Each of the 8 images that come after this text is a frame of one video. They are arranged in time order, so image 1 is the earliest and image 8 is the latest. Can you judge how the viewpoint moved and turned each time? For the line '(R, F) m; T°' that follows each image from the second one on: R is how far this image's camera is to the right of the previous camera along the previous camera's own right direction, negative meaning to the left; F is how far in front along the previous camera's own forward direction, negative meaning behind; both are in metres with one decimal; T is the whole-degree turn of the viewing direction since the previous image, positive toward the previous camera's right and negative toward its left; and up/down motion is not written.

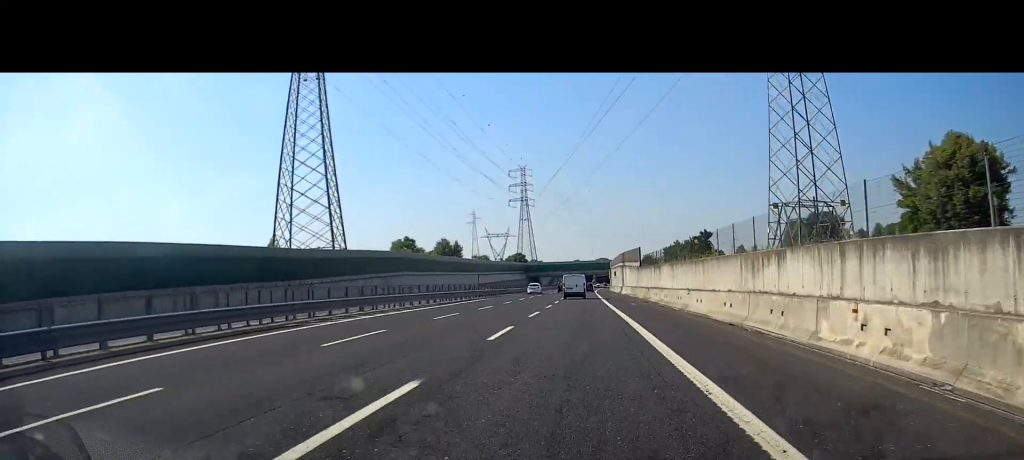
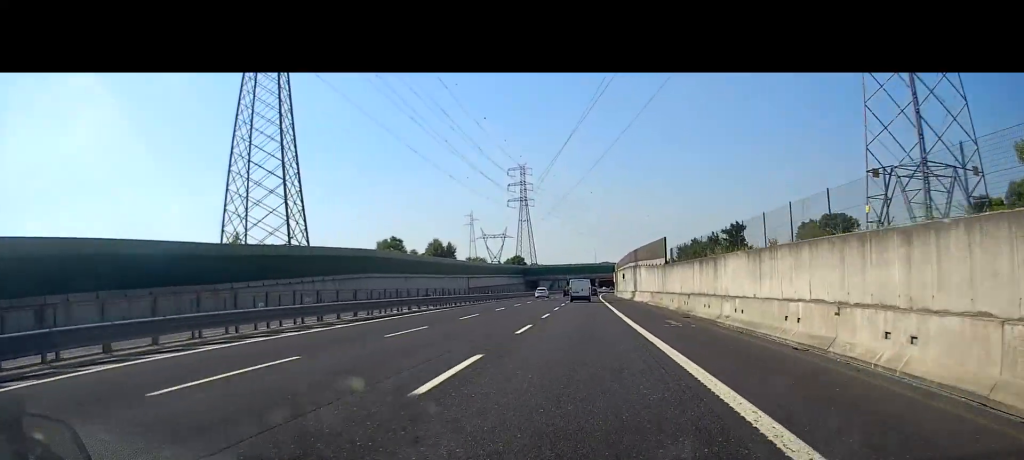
(0.0, +18.7) m; 0°
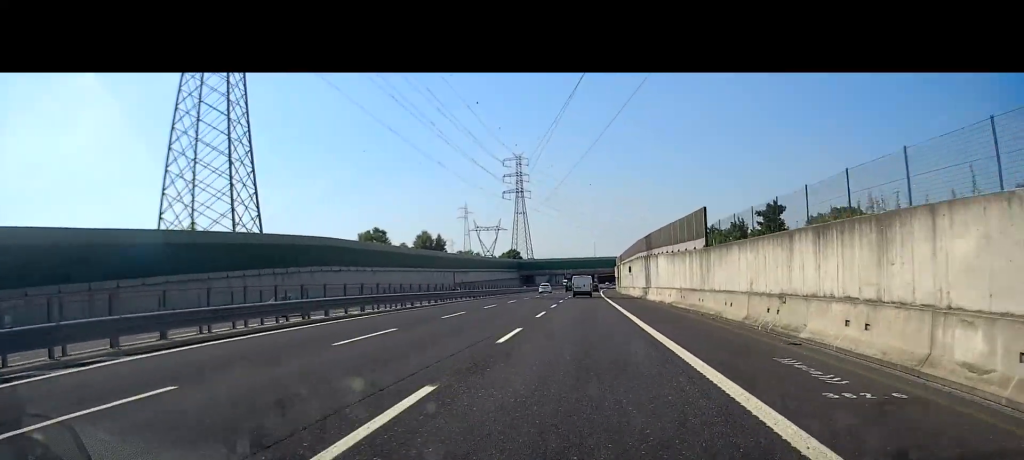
(-0.1, +16.1) m; 0°
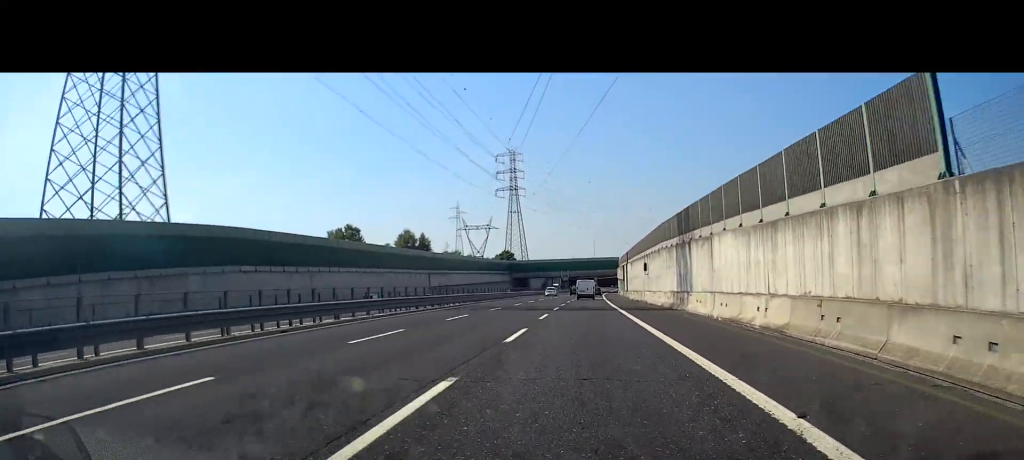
(+0.2, +22.4) m; 0°
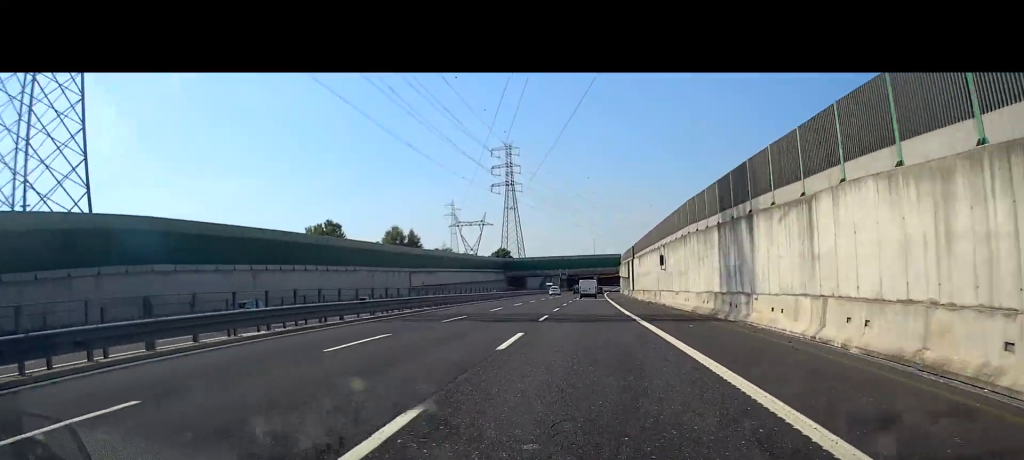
(0.0, +13.4) m; 0°
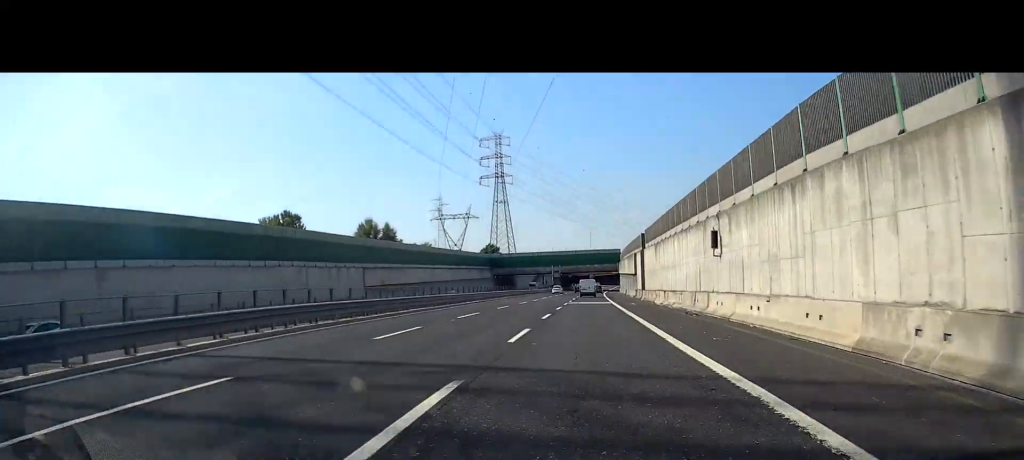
(0.0, +21.3) m; 0°
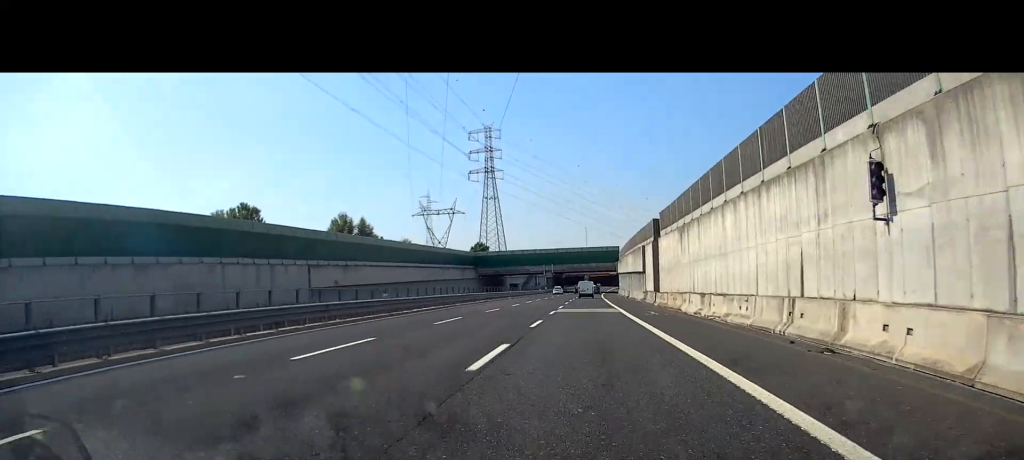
(+0.1, +16.8) m; +1°
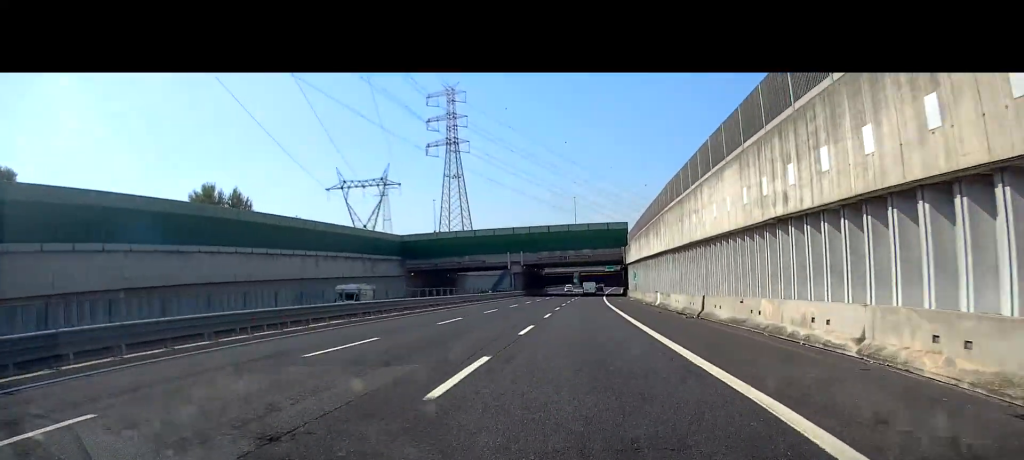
(+1.1, +59.9) m; +1°
